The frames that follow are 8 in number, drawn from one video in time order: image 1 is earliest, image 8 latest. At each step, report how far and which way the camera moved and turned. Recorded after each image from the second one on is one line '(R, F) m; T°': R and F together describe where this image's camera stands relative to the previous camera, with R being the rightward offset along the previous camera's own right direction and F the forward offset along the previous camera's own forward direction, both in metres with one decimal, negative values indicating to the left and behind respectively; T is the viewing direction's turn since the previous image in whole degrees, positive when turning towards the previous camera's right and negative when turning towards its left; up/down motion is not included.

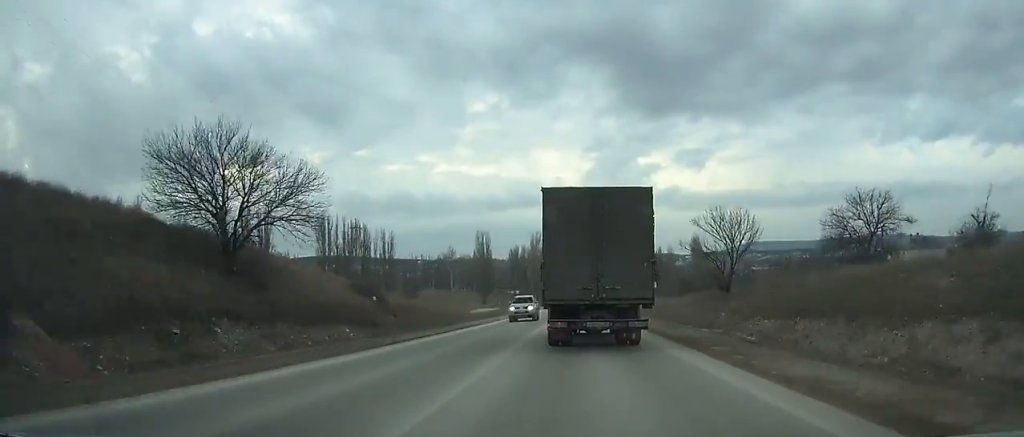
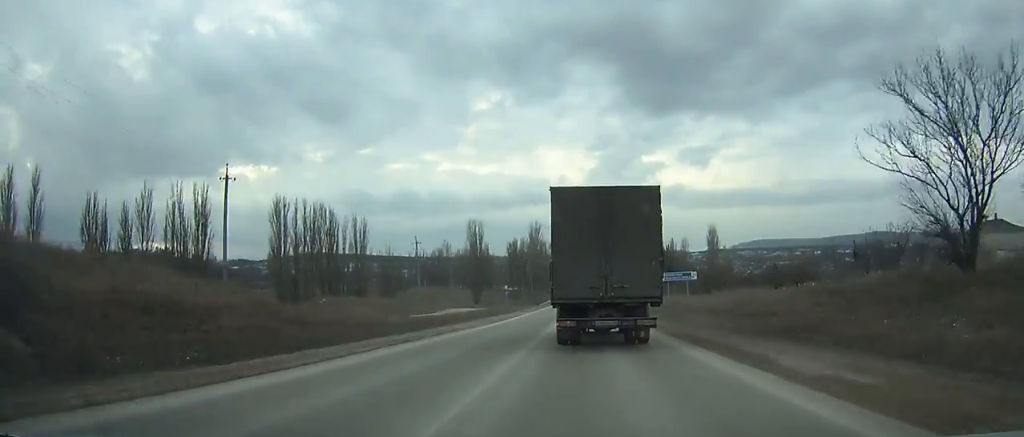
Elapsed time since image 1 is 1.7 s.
(0.0, +26.6) m; 0°
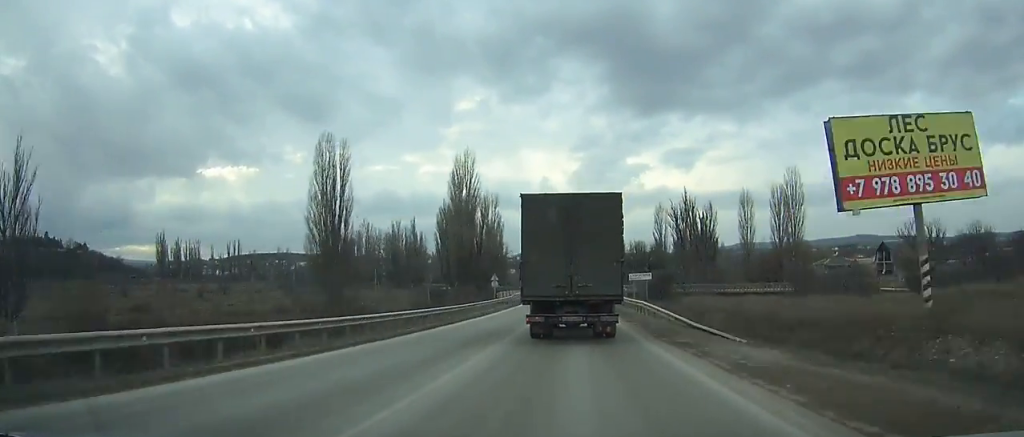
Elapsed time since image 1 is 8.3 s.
(+2.0, +107.7) m; +2°
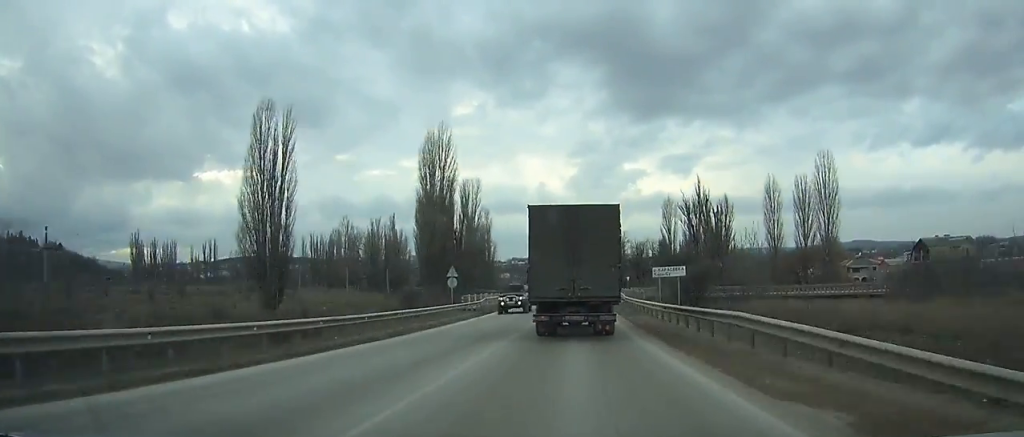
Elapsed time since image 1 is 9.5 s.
(0.0, +20.3) m; 0°
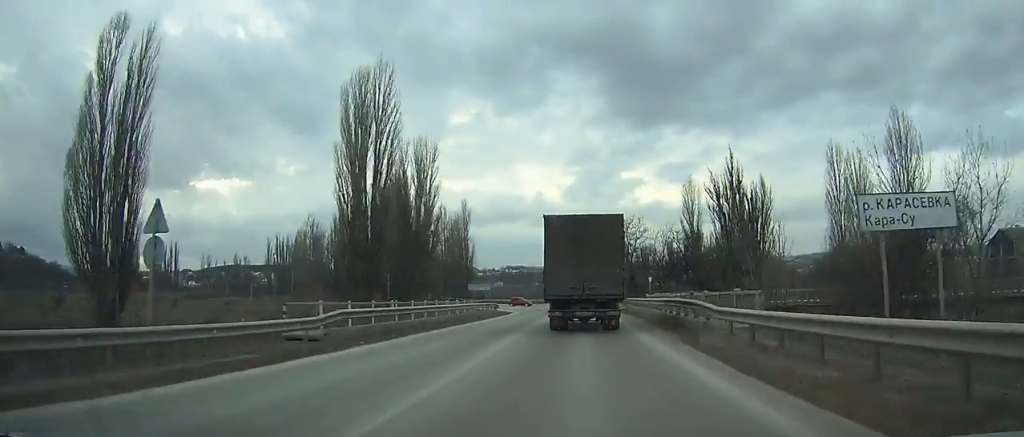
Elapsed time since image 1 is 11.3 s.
(+0.2, +31.1) m; +1°
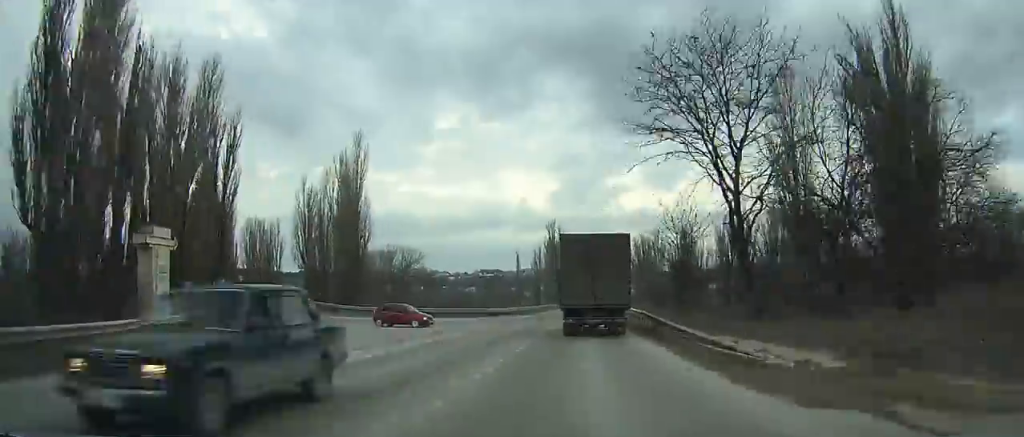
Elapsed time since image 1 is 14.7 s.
(+0.7, +60.4) m; +2°
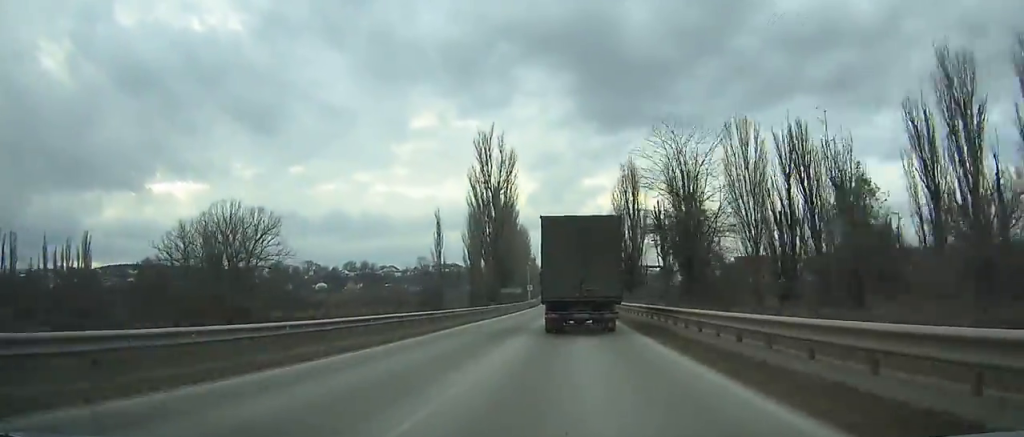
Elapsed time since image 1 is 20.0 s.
(+1.5, +97.5) m; +1°
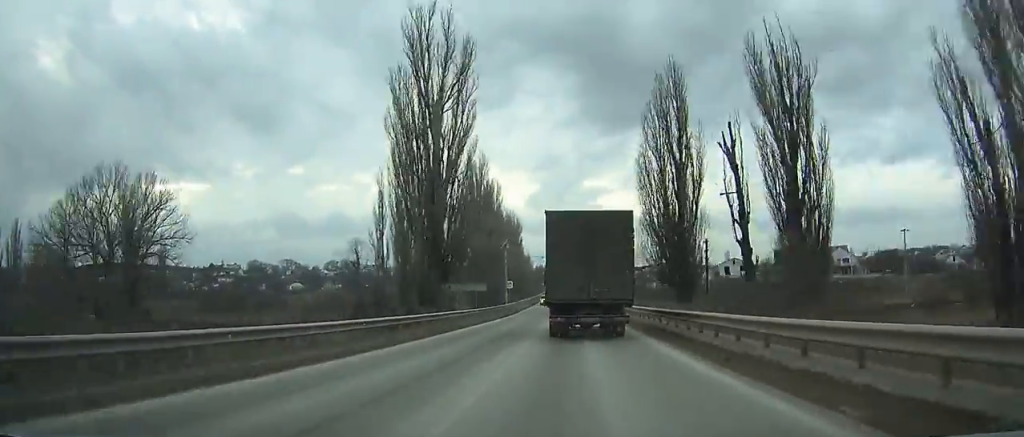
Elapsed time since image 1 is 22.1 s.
(0.0, +38.9) m; 0°
